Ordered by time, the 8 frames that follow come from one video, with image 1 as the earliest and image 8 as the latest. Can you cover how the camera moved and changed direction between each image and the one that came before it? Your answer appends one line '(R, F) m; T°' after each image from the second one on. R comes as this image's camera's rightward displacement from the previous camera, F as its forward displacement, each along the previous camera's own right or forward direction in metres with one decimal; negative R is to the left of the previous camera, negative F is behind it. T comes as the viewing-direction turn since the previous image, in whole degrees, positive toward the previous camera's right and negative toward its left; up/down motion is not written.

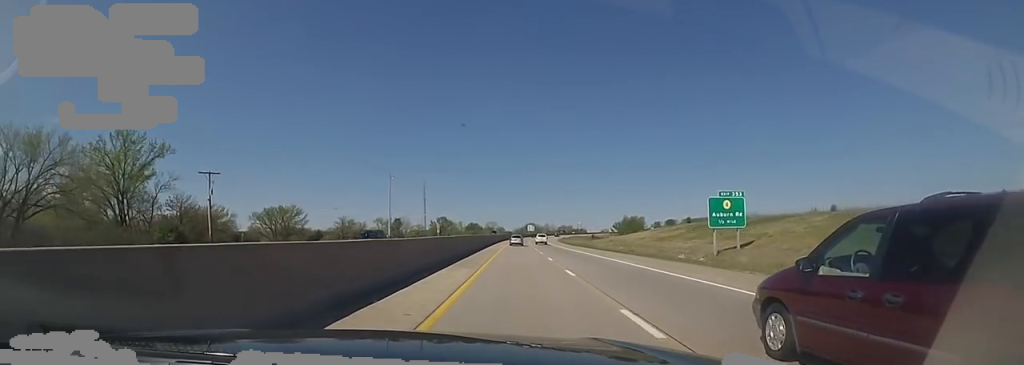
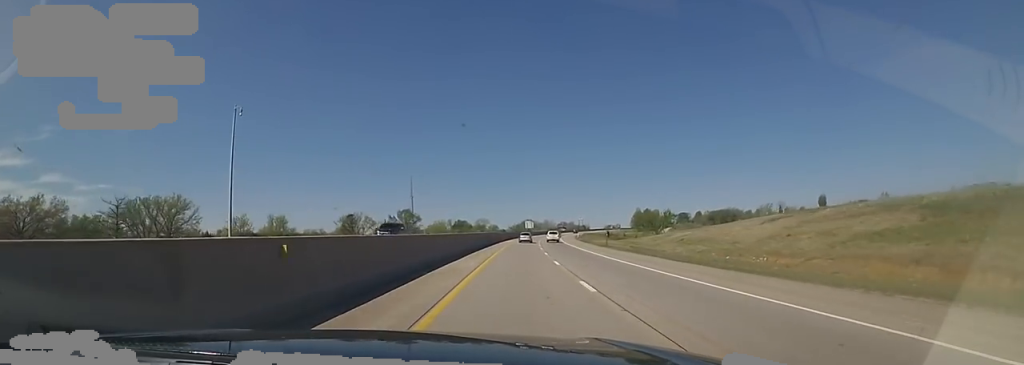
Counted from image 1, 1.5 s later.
(-0.2, +53.8) m; +1°
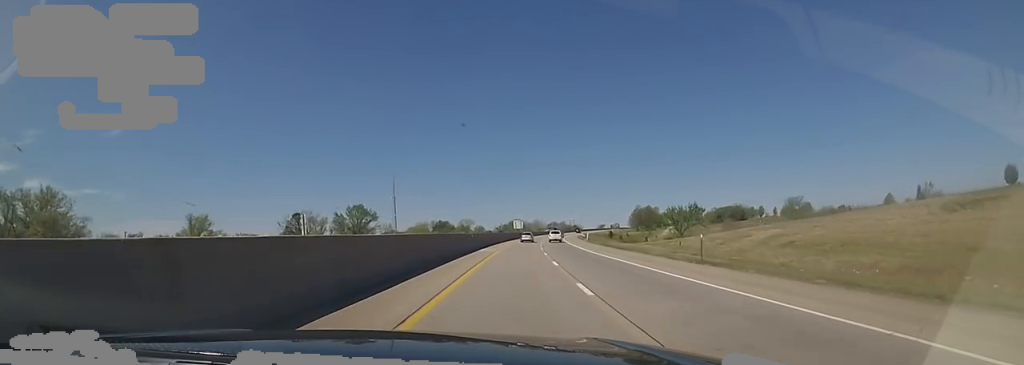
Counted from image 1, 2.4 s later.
(+0.7, +30.5) m; +2°
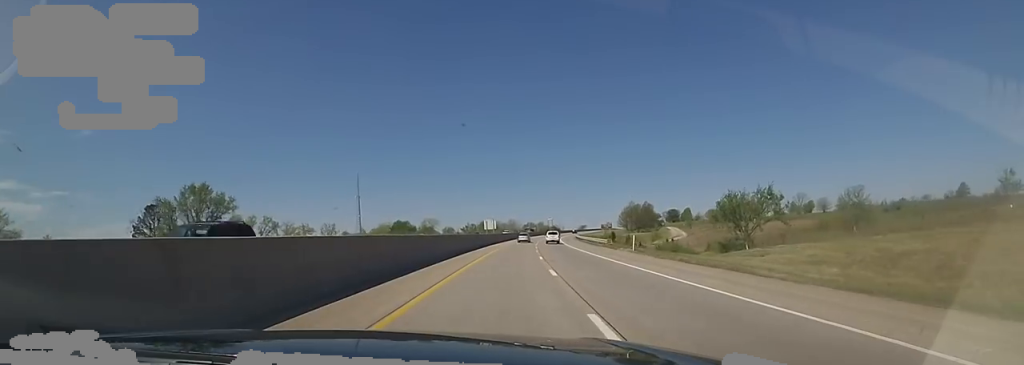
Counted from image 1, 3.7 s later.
(+0.8, +45.3) m; +2°
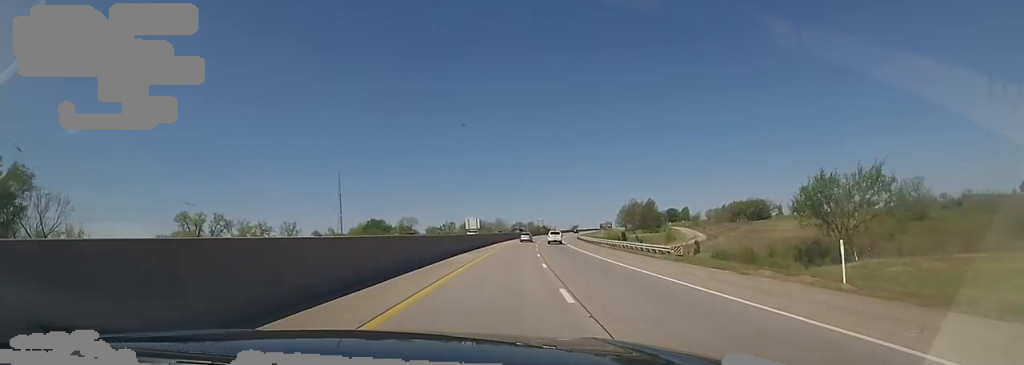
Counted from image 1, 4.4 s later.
(0.0, +26.4) m; +2°
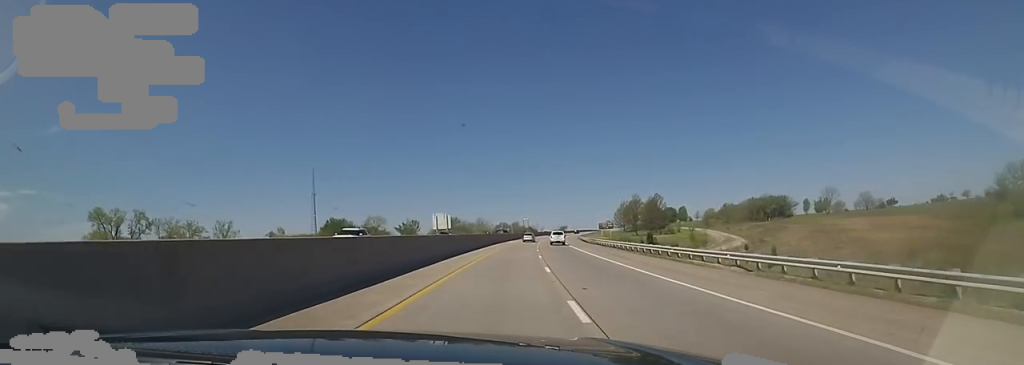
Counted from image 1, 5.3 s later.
(+1.0, +32.2) m; +2°
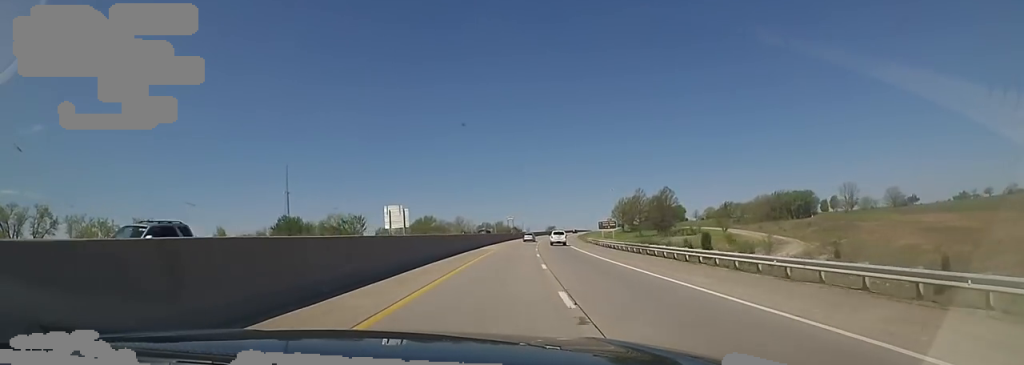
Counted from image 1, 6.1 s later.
(+0.1, +28.6) m; +2°
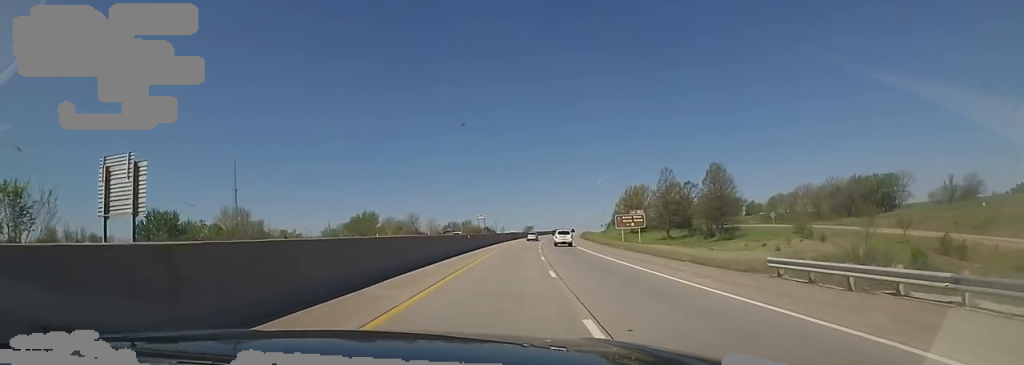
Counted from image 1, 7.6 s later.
(+2.4, +53.9) m; +4°
